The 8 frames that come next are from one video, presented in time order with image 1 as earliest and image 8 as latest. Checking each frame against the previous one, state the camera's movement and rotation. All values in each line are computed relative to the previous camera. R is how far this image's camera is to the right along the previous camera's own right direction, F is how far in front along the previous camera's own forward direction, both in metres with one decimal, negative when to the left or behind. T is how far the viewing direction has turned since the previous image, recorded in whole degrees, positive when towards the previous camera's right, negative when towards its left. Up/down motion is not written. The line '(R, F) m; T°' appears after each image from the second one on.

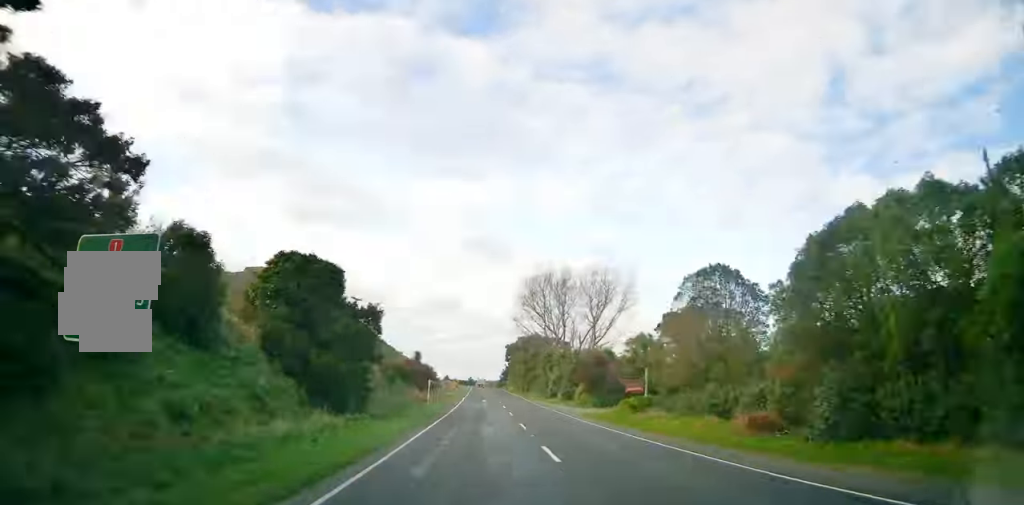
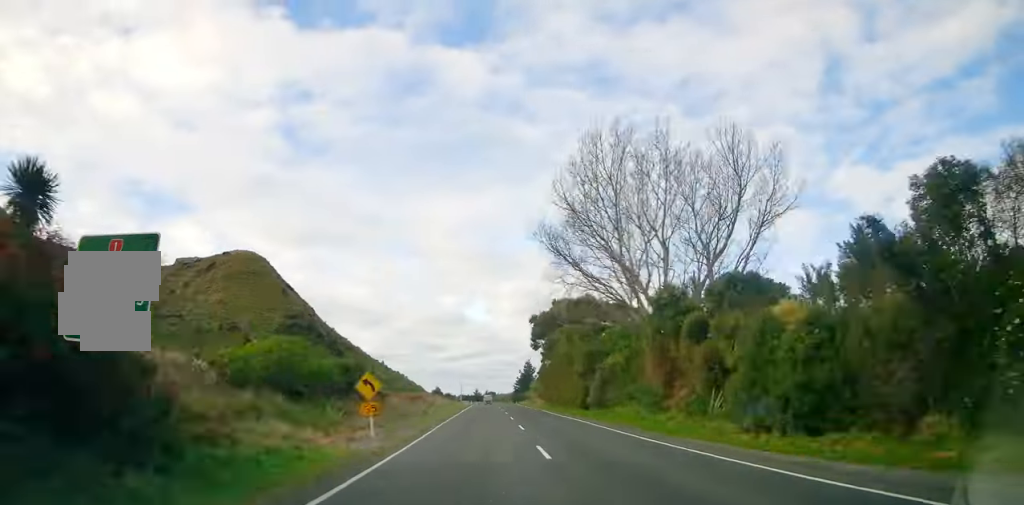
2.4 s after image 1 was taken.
(0.0, +57.3) m; 0°
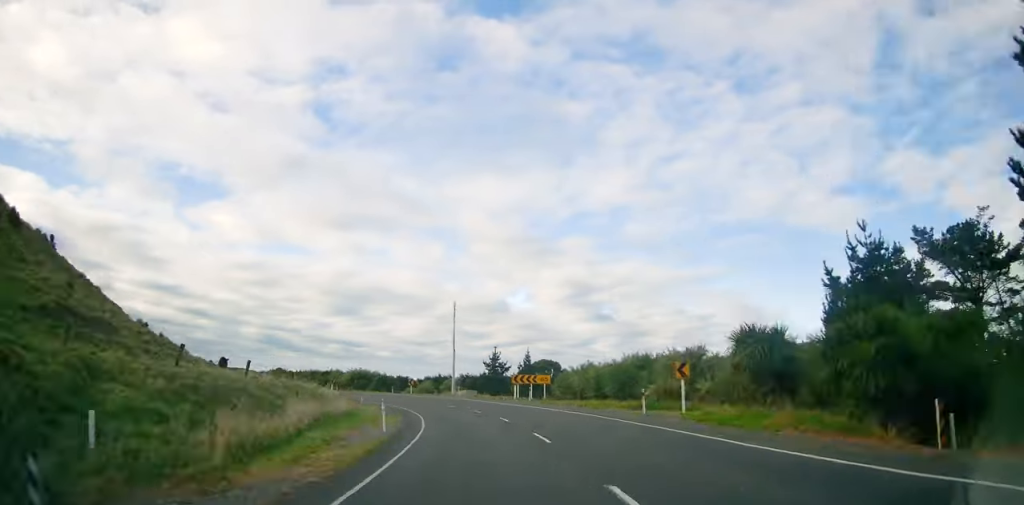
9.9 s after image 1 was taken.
(-10.4, +169.2) m; -19°
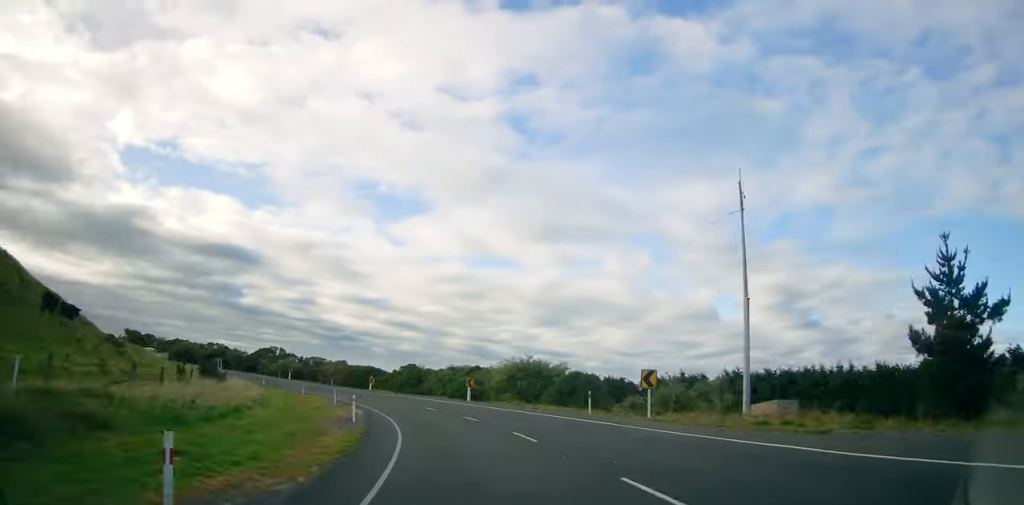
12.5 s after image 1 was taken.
(-3.9, +57.2) m; -20°
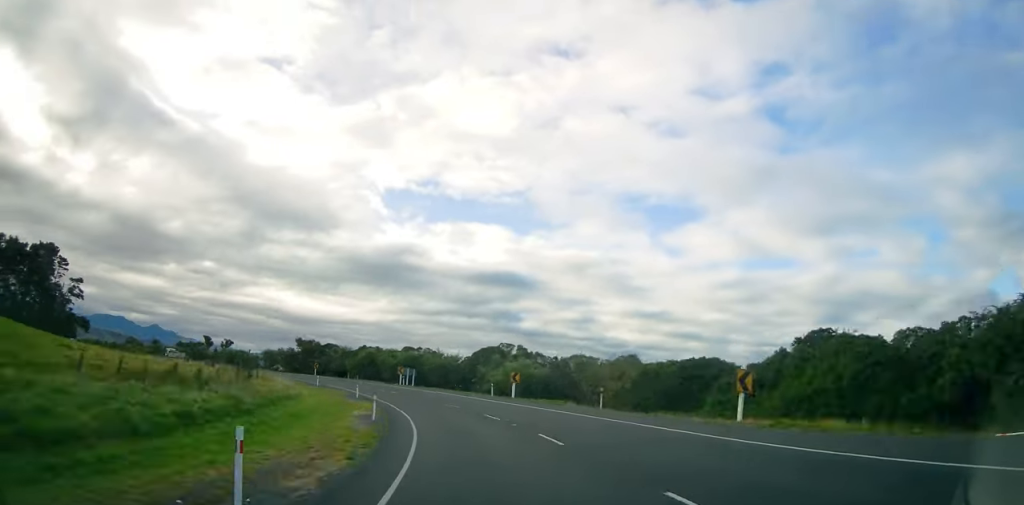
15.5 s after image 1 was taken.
(-18.1, +57.0) m; -28°
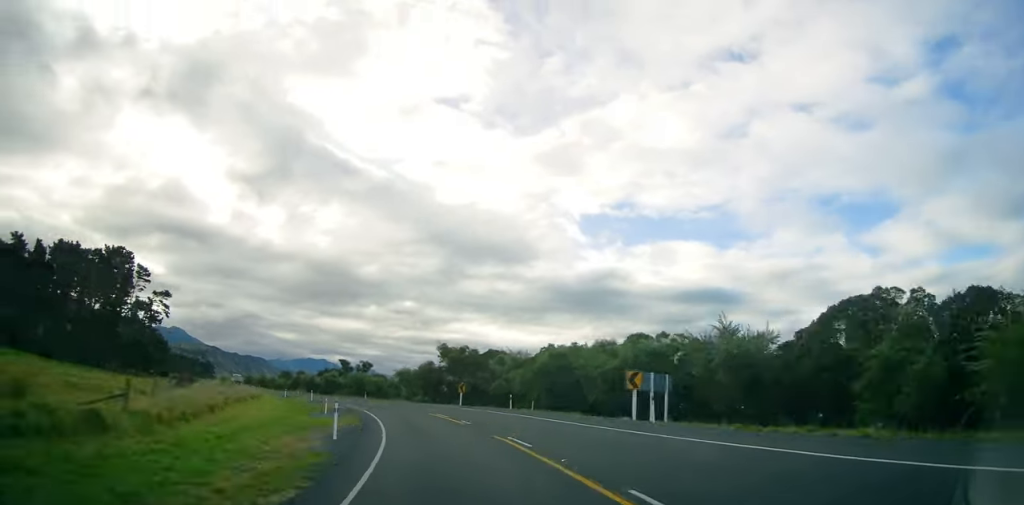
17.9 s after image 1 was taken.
(-8.3, +47.2) m; -20°
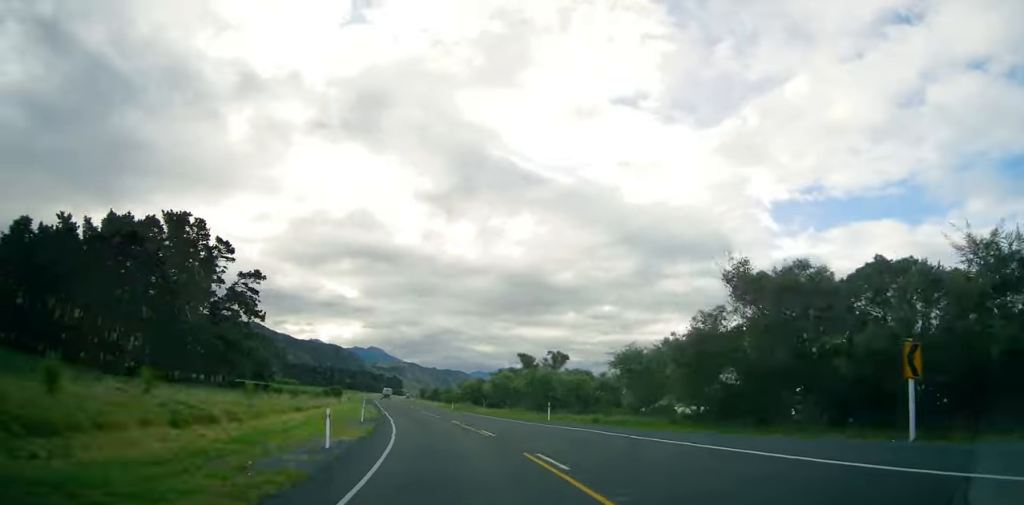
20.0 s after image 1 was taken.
(-10.7, +44.4) m; -12°
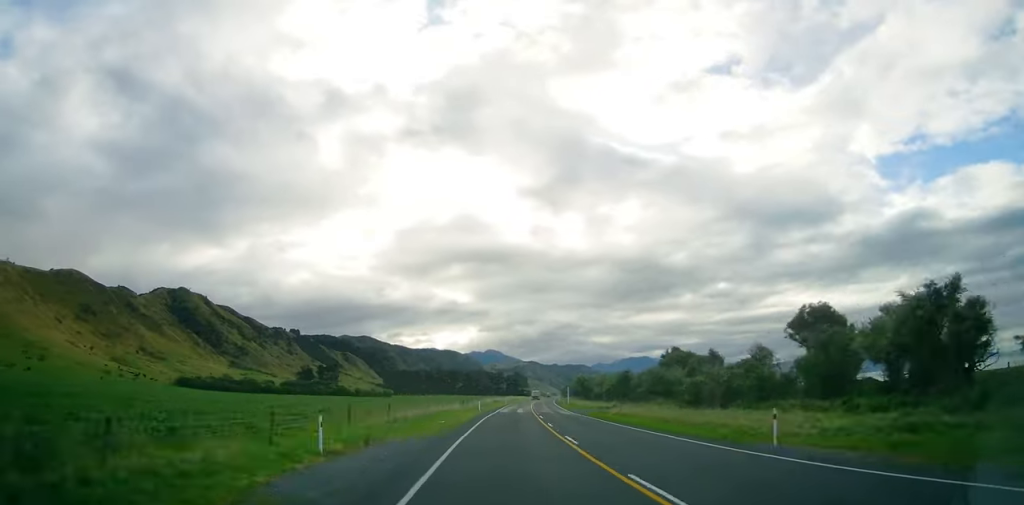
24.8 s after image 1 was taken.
(-14.7, +104.5) m; -6°
